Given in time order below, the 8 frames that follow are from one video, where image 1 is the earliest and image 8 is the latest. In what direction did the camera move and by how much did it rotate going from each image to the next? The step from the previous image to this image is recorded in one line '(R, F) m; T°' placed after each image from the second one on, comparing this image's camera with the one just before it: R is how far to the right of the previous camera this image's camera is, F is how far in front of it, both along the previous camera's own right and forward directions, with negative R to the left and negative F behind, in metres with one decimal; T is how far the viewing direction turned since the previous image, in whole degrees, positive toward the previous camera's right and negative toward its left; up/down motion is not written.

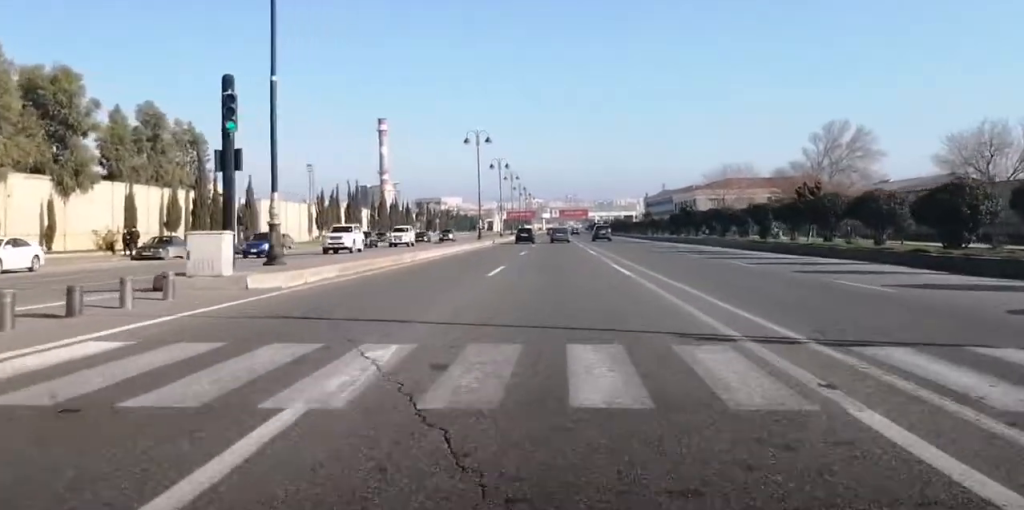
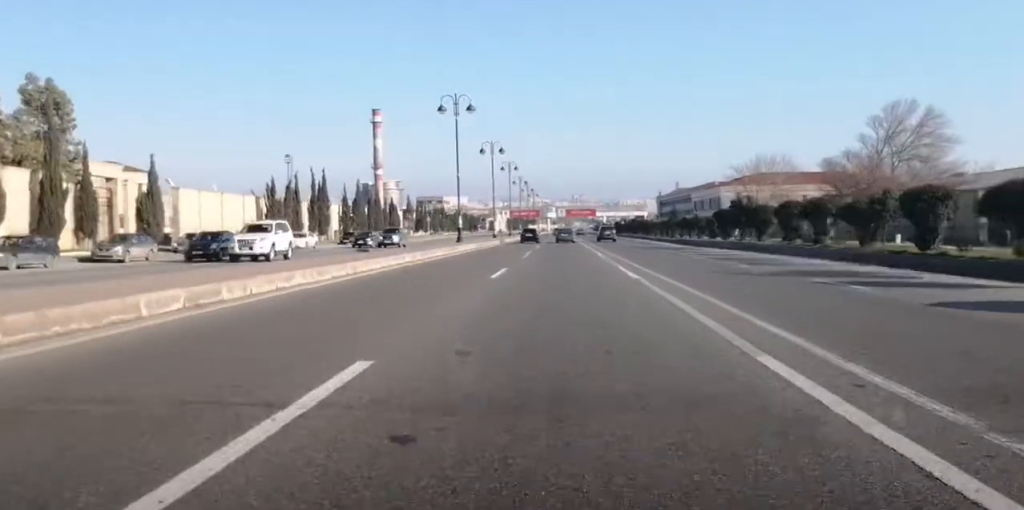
(+0.3, +22.0) m; +1°
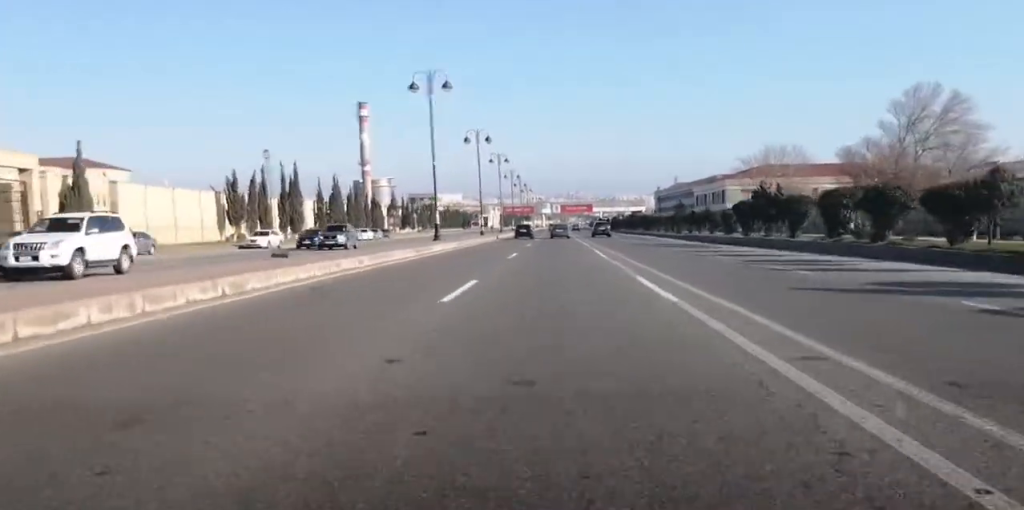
(+0.2, +8.6) m; 0°
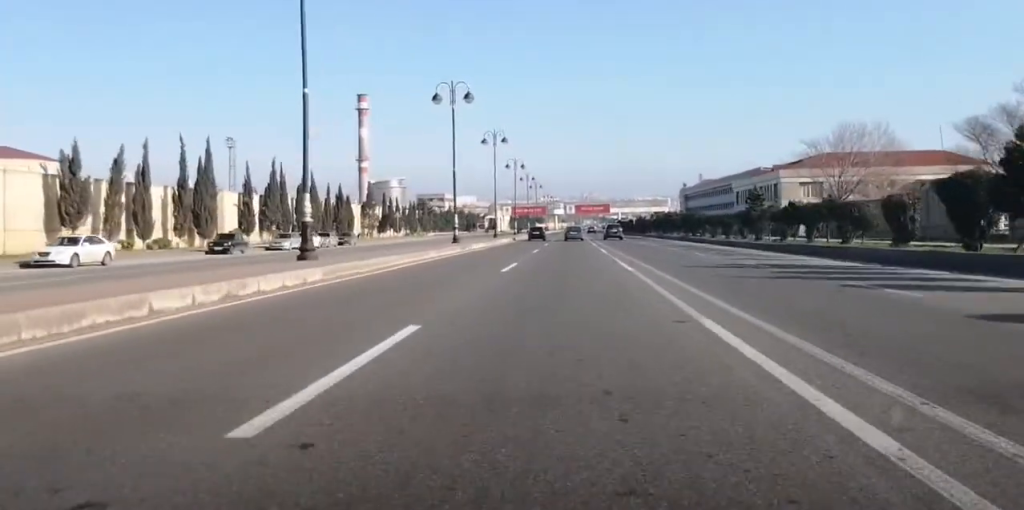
(-0.3, +29.9) m; 0°
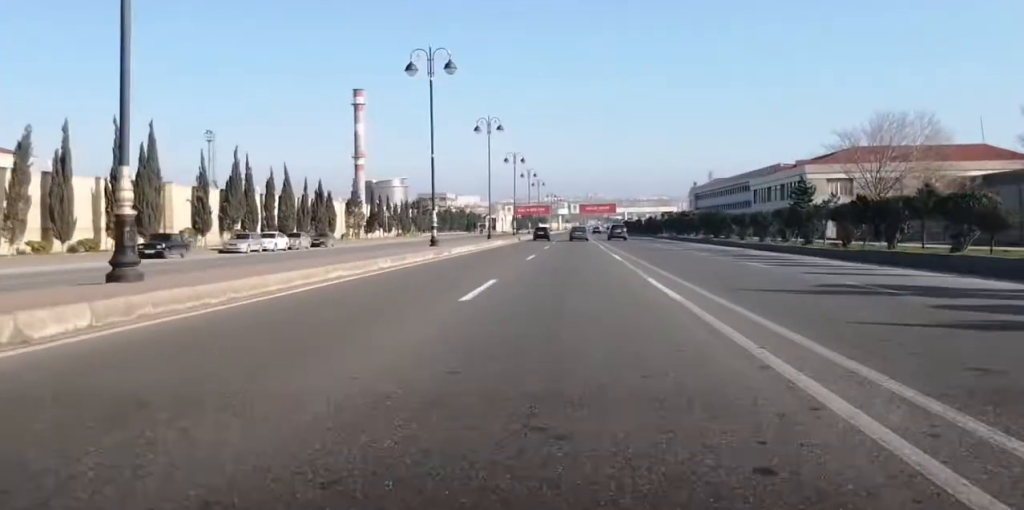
(+0.2, +10.6) m; 0°
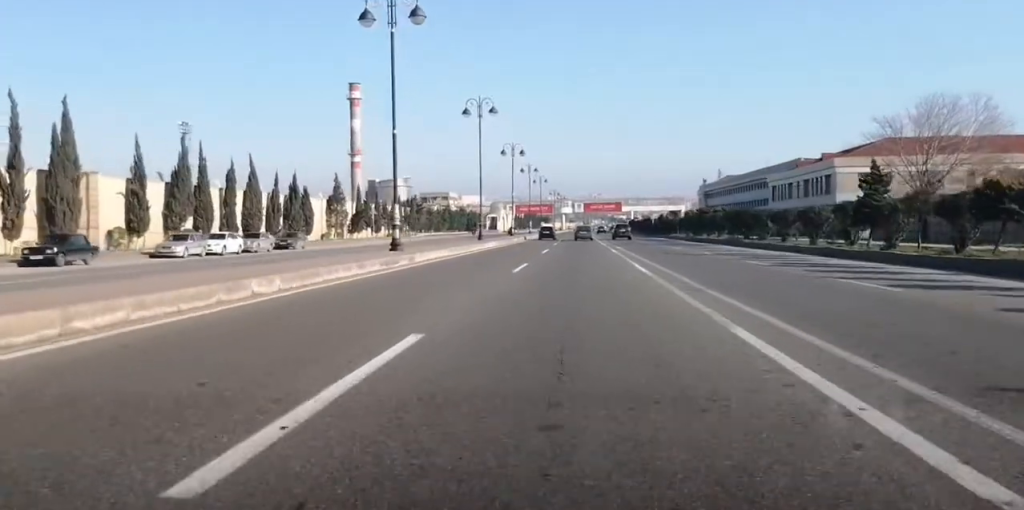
(-0.3, +11.4) m; -1°
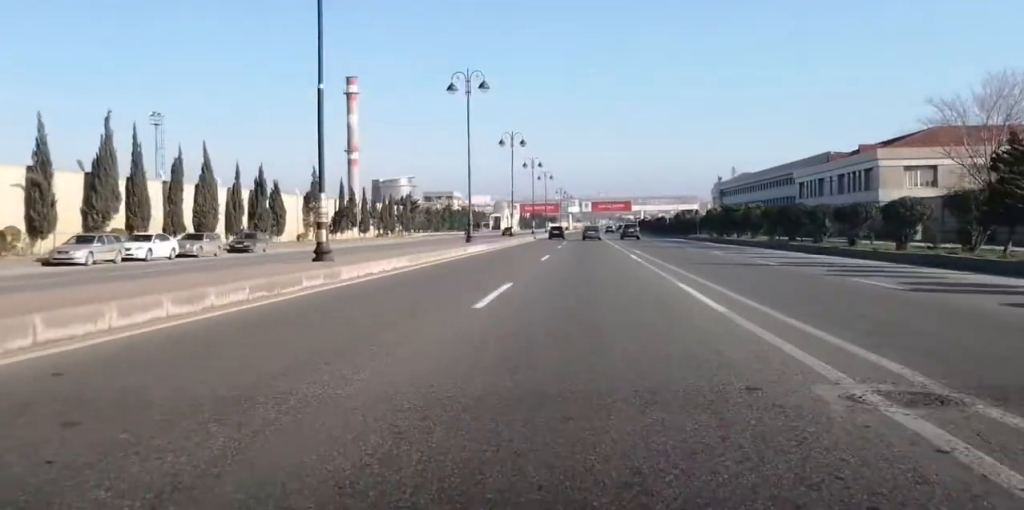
(-0.1, +11.4) m; -1°
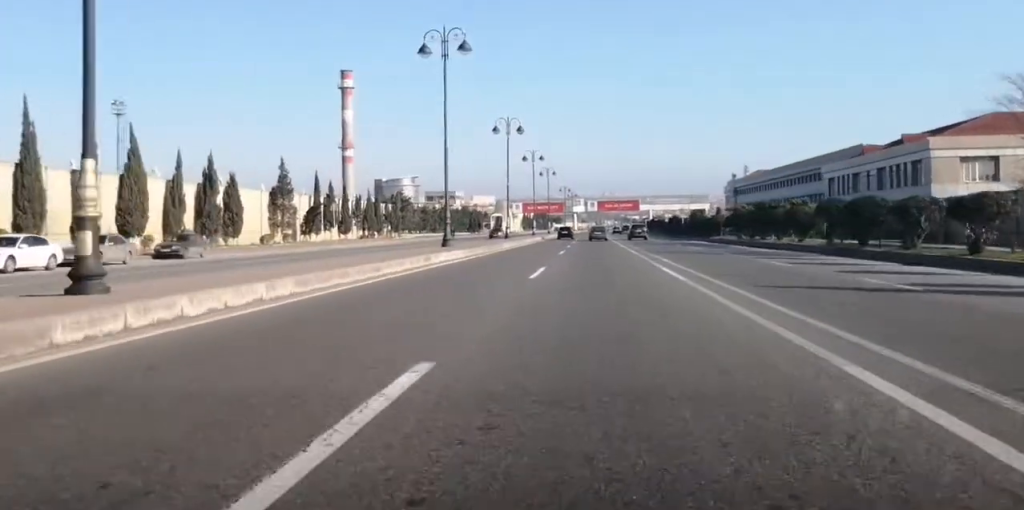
(0.0, +12.1) m; 0°
